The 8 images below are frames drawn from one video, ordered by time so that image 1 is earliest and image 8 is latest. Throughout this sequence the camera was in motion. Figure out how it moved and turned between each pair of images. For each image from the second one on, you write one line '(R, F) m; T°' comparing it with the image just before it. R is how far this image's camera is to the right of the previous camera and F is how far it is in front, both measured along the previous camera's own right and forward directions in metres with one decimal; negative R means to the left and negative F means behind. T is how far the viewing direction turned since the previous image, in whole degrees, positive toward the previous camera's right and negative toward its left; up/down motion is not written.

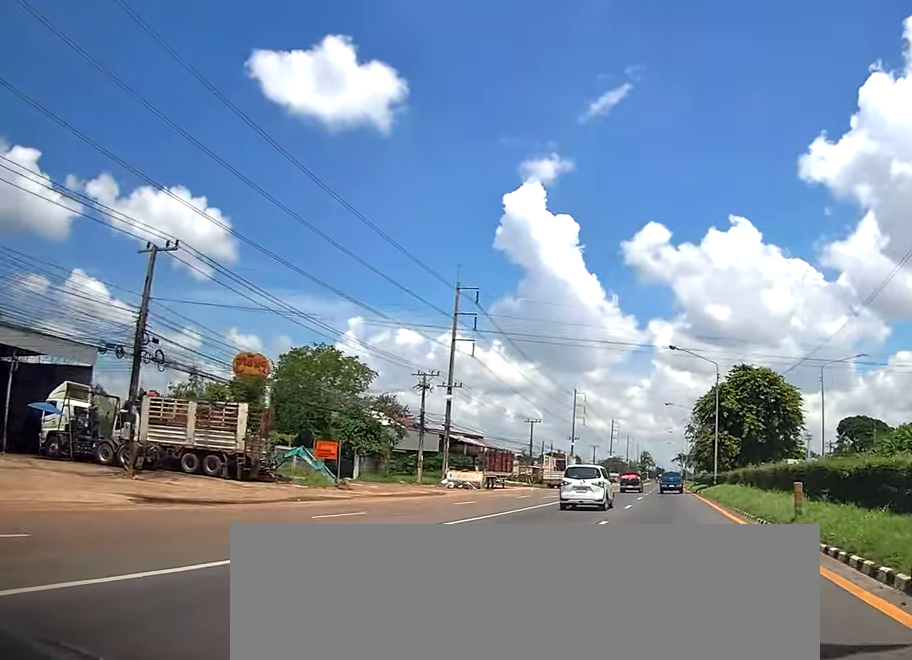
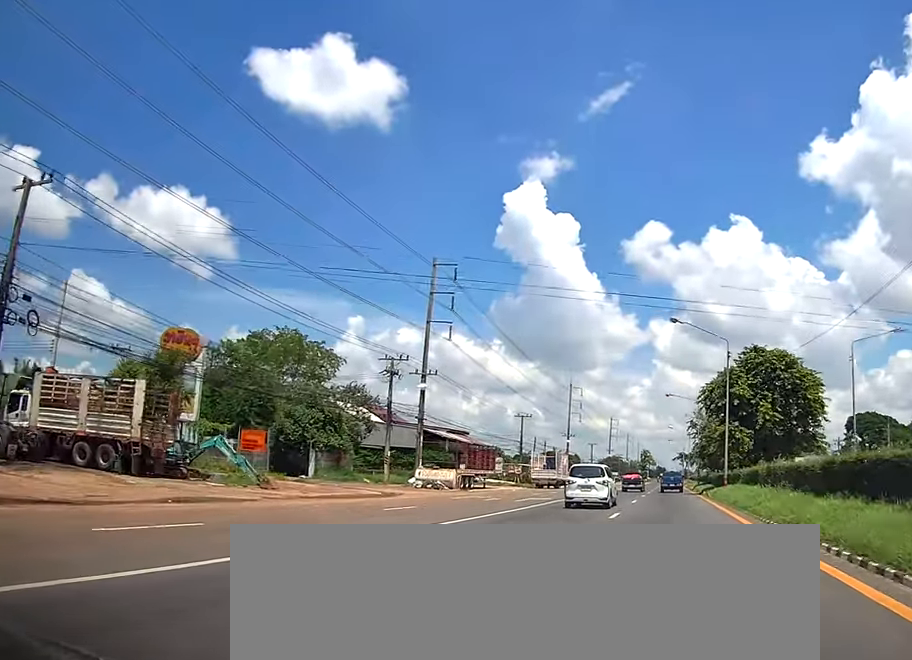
(+0.1, +7.5) m; 0°
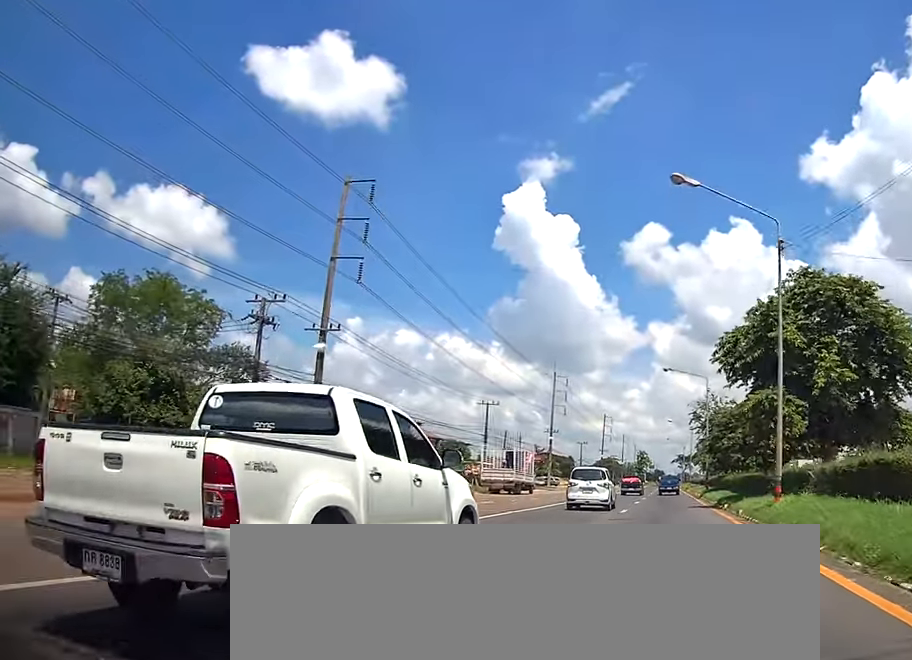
(-0.1, +18.5) m; 0°
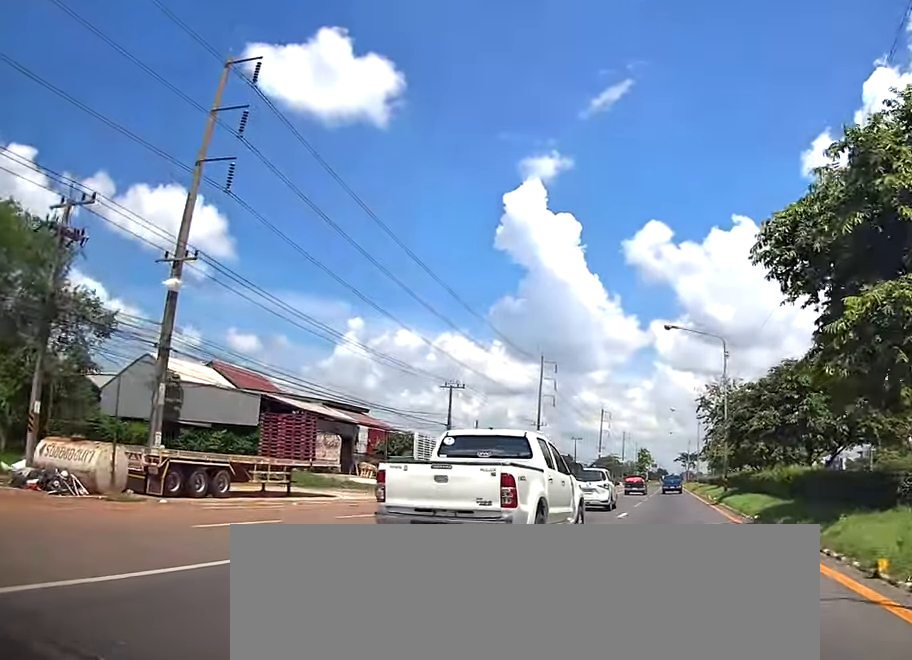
(0.0, +14.9) m; 0°
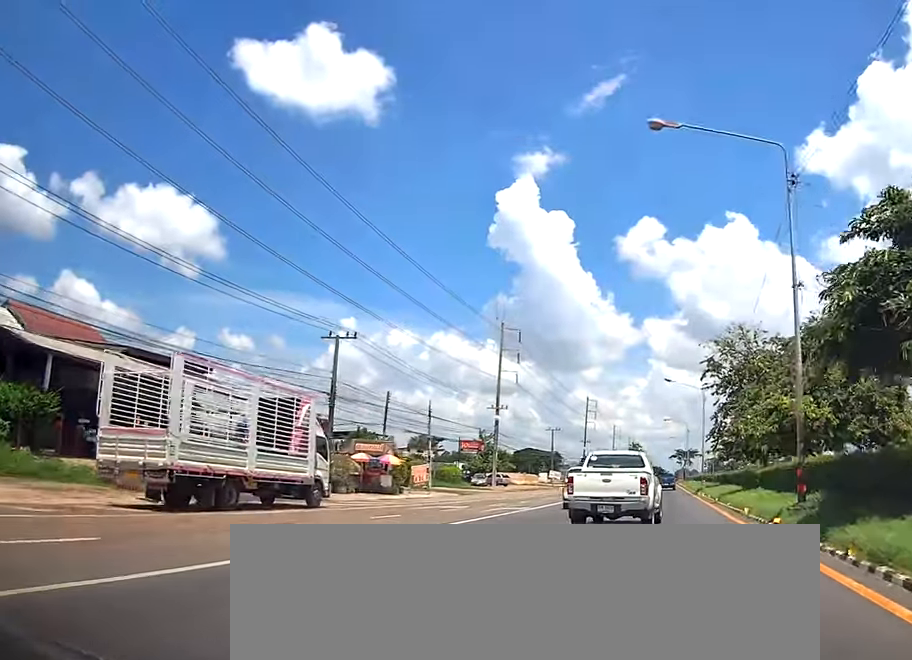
(0.0, +23.5) m; 0°
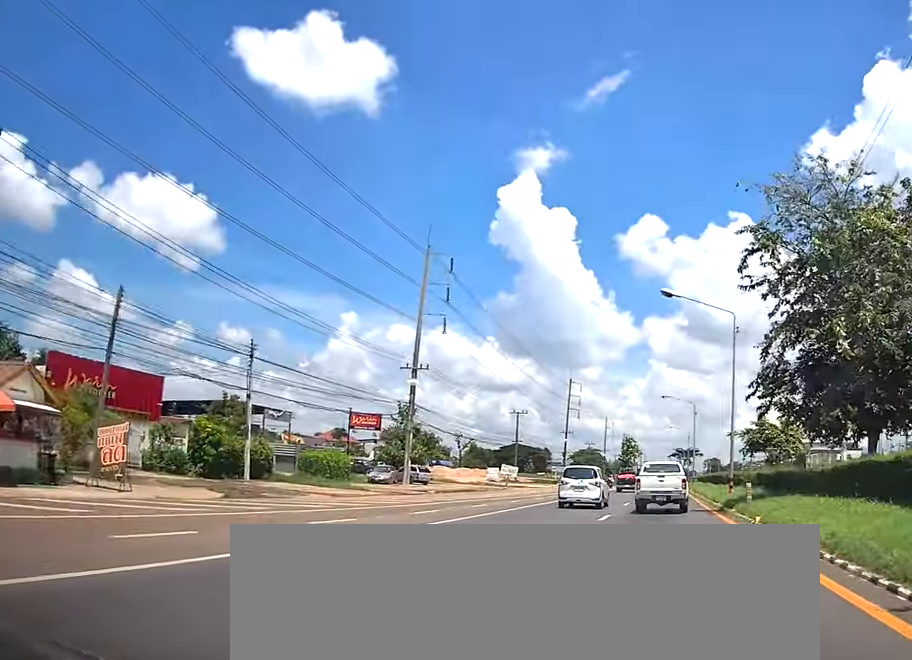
(+0.2, +28.4) m; +1°
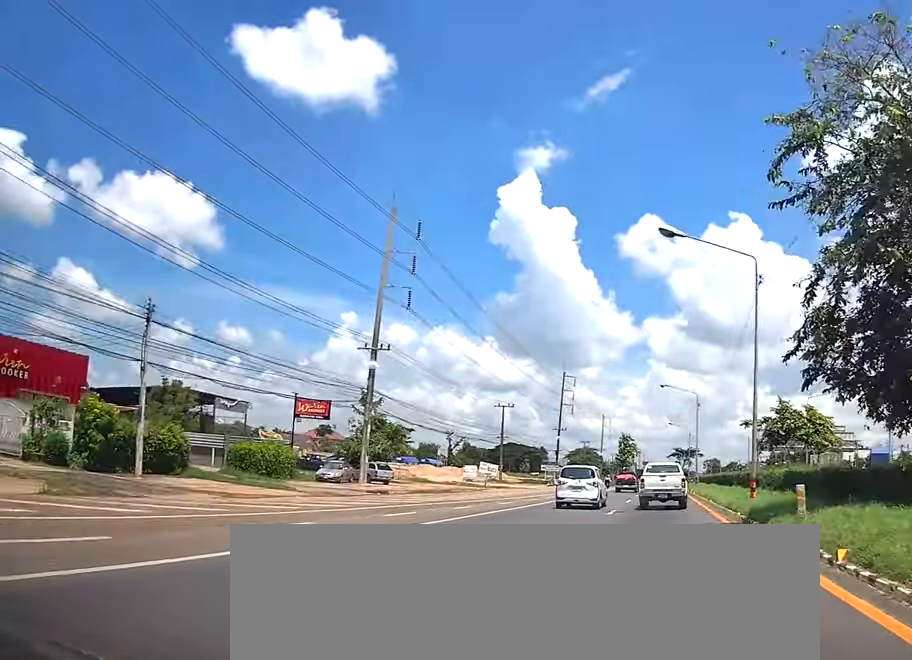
(0.0, +8.1) m; 0°
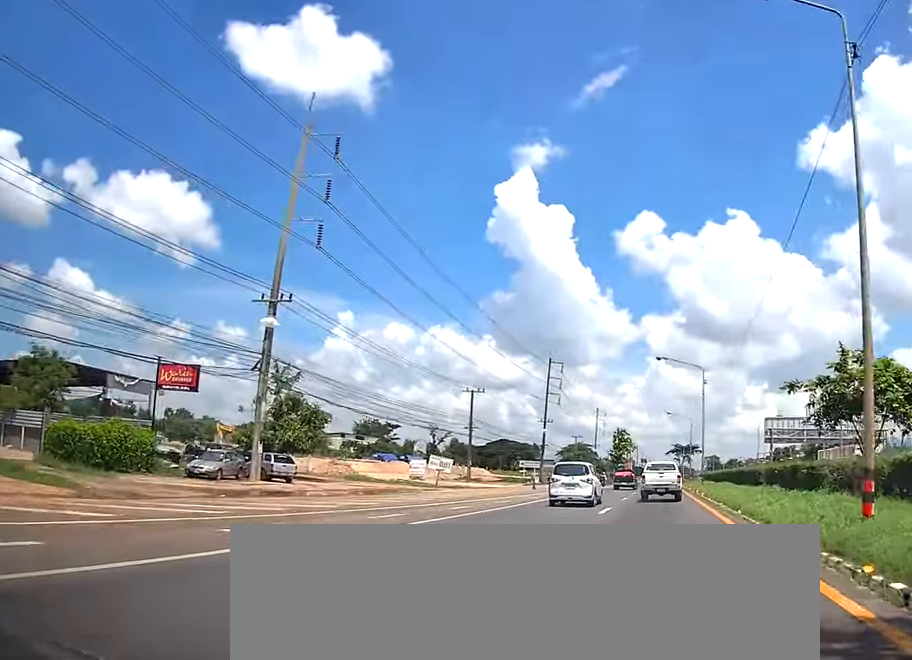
(0.0, +13.3) m; 0°
